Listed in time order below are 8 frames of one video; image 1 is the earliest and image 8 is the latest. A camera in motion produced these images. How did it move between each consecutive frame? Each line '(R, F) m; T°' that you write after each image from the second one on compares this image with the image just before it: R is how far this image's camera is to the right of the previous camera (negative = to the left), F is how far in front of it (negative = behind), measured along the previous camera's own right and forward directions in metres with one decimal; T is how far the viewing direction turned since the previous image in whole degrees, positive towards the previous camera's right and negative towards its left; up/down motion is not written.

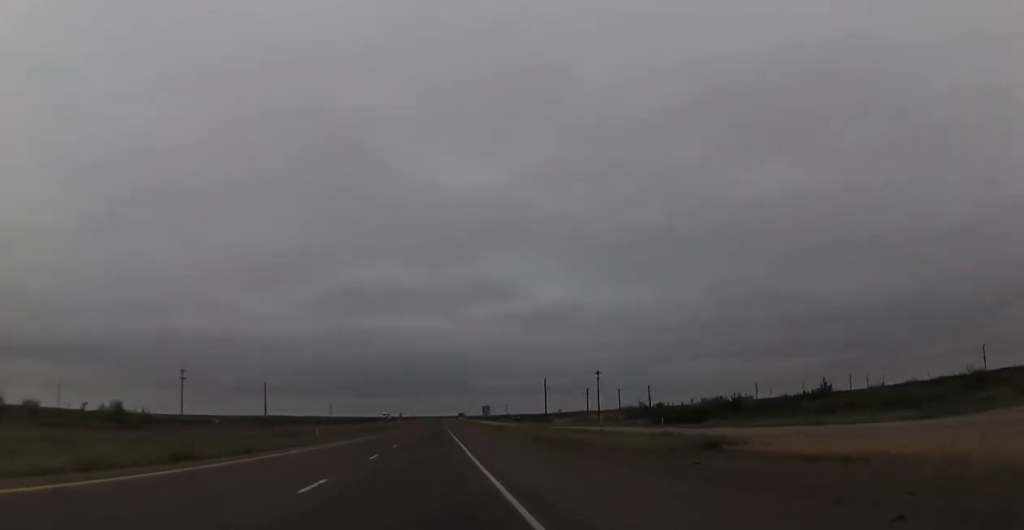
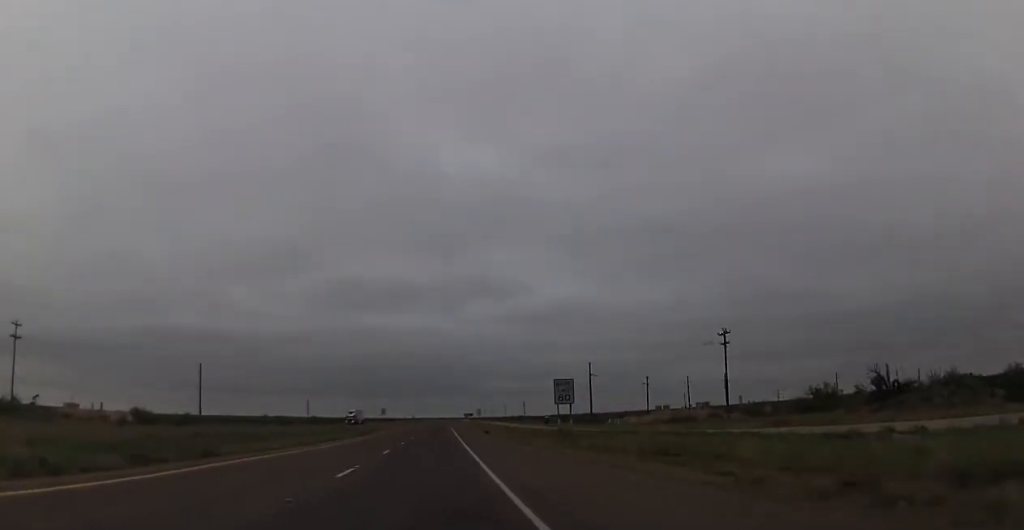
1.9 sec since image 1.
(-0.7, +68.7) m; -1°
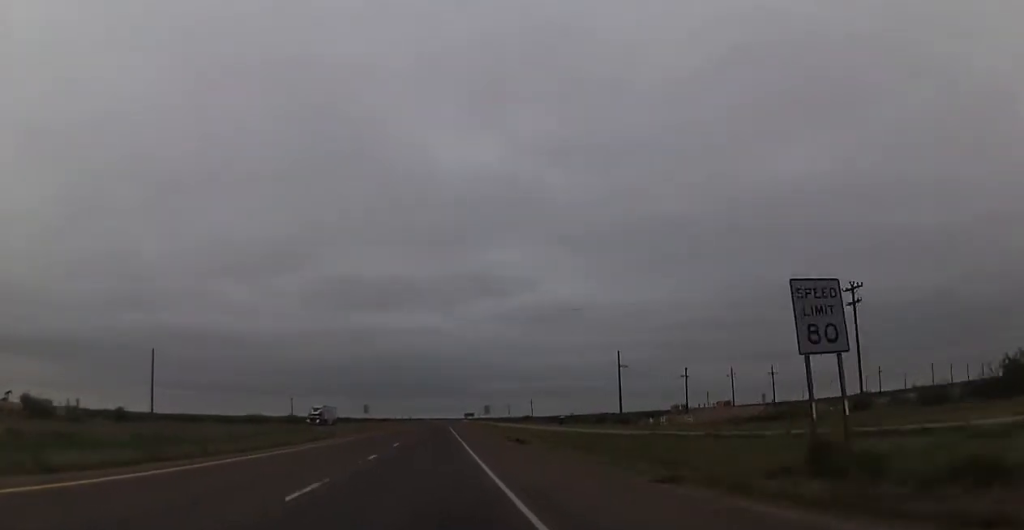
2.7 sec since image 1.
(-0.1, +29.4) m; 0°
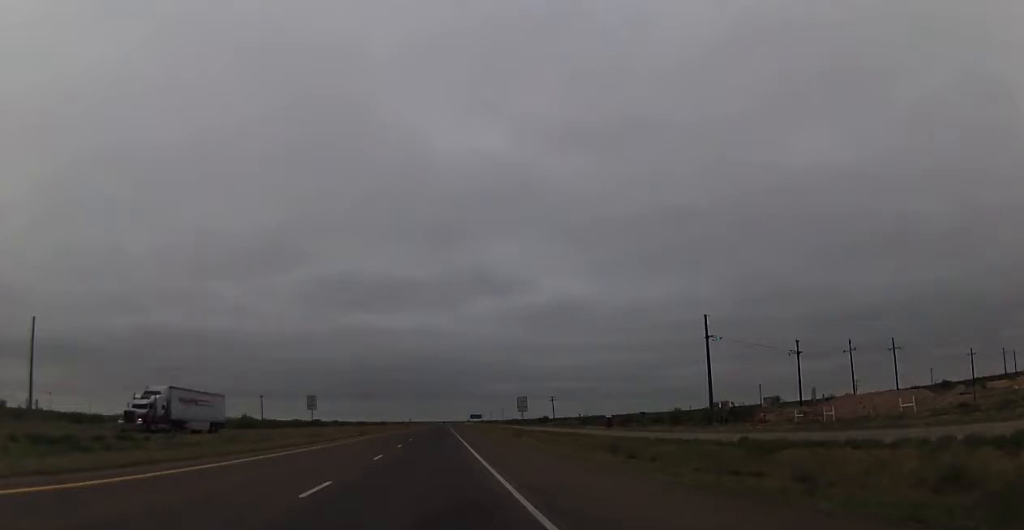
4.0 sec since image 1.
(+0.6, +47.7) m; 0°
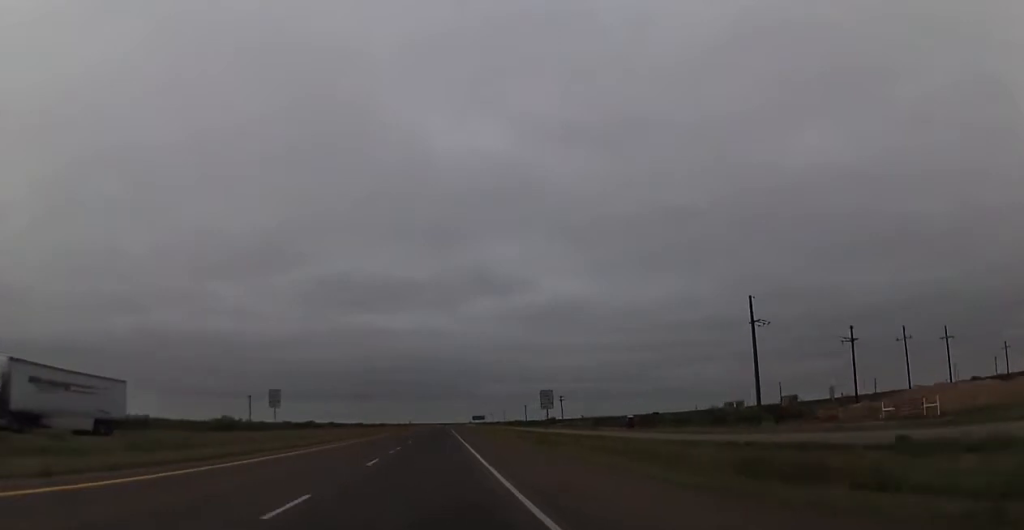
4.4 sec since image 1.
(+0.1, +14.7) m; 0°
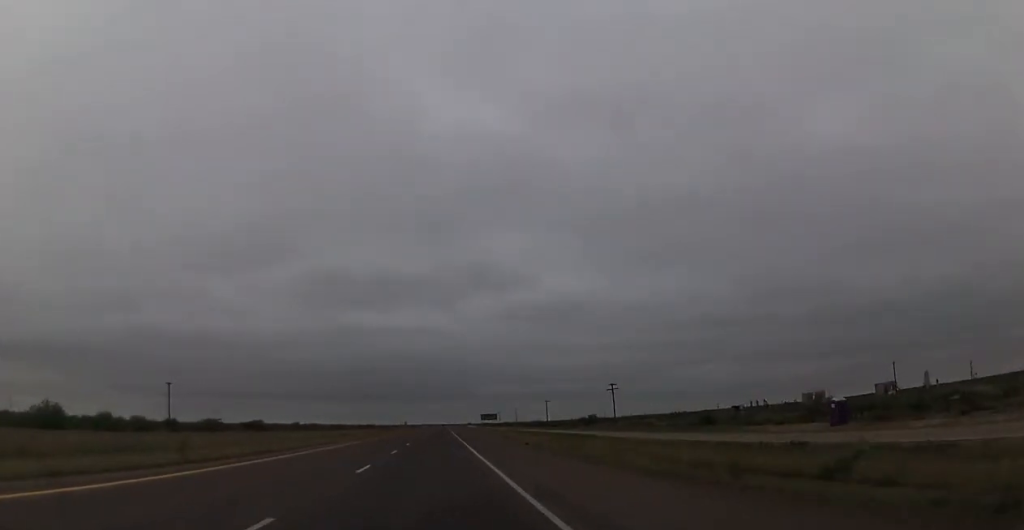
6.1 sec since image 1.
(-0.6, +63.6) m; 0°
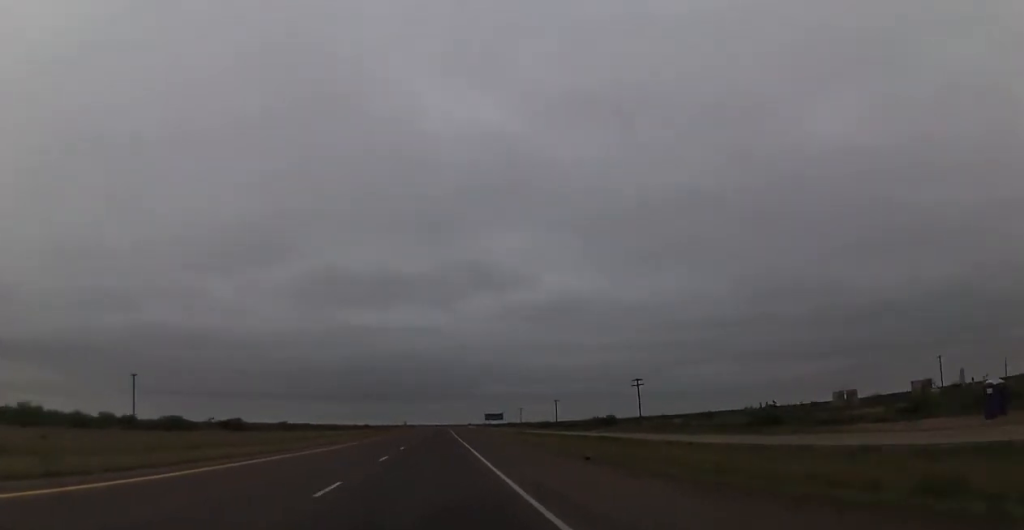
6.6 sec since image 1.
(0.0, +18.3) m; 0°
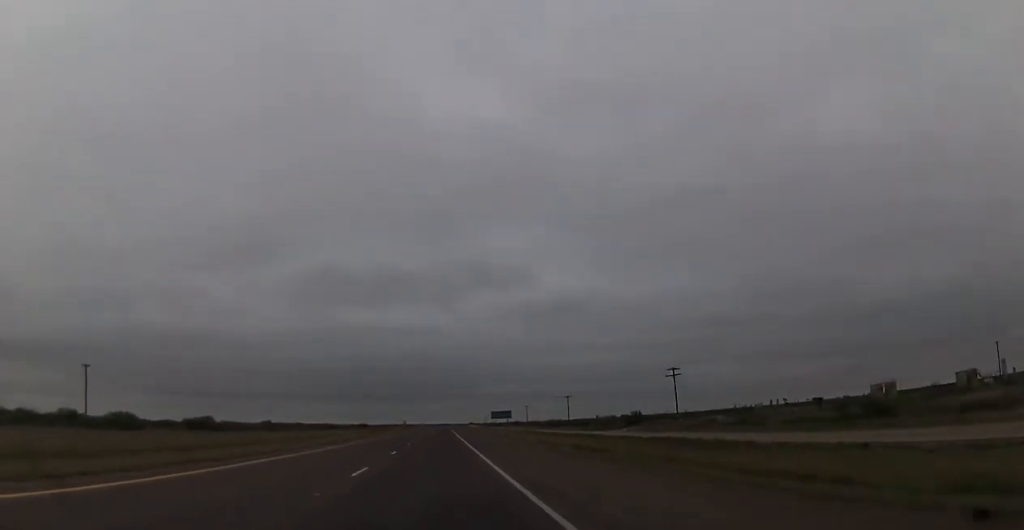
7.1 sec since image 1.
(+0.1, +19.5) m; 0°
